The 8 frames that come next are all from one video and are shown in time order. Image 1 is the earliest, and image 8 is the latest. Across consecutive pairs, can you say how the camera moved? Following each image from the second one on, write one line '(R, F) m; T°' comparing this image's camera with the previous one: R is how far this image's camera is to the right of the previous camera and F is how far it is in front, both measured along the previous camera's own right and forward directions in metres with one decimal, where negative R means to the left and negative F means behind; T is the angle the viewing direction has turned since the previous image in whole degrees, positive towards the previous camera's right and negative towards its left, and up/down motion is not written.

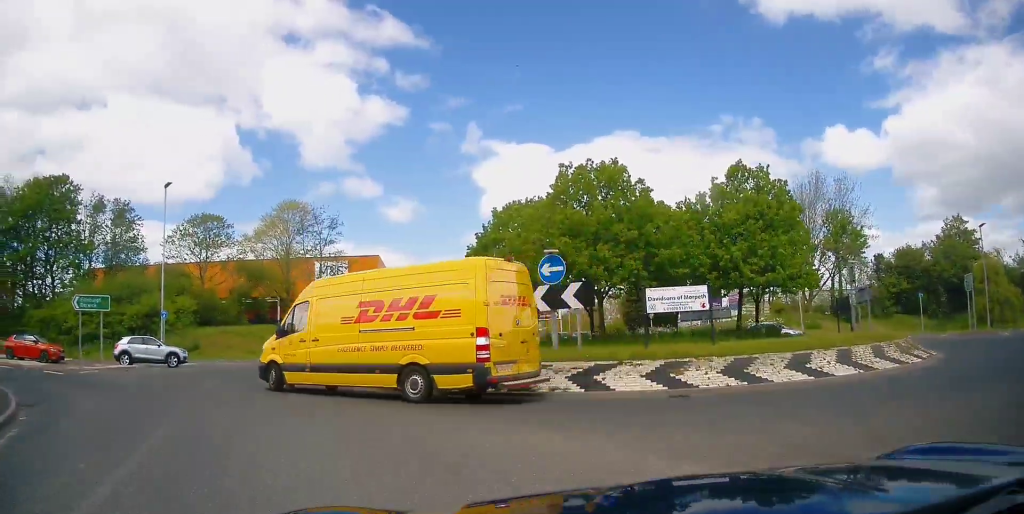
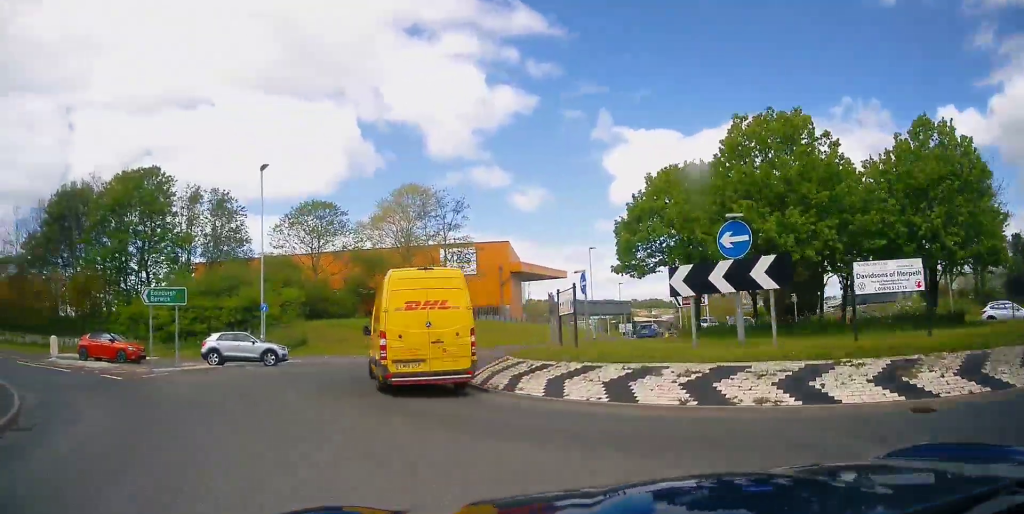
(-0.4, +2.8) m; -12°
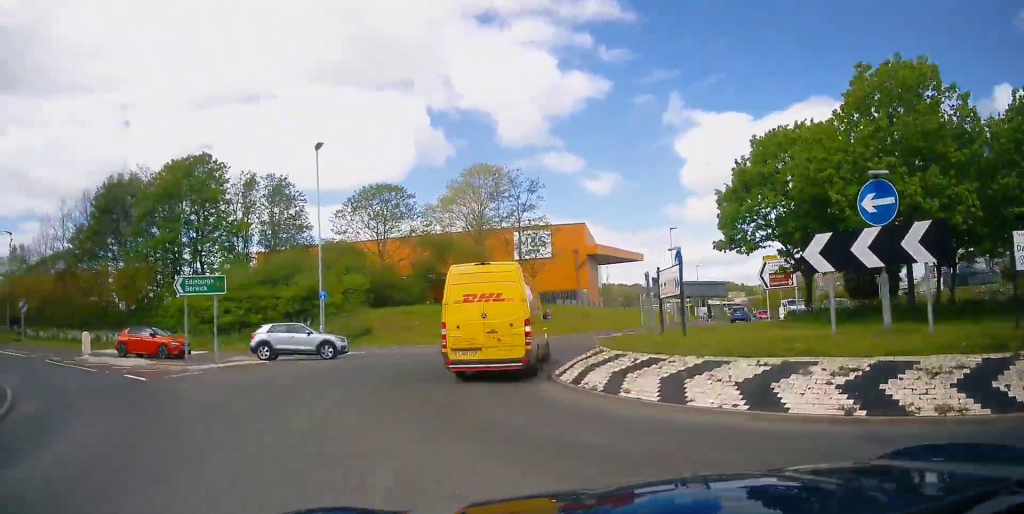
(+0.1, +2.1) m; -5°
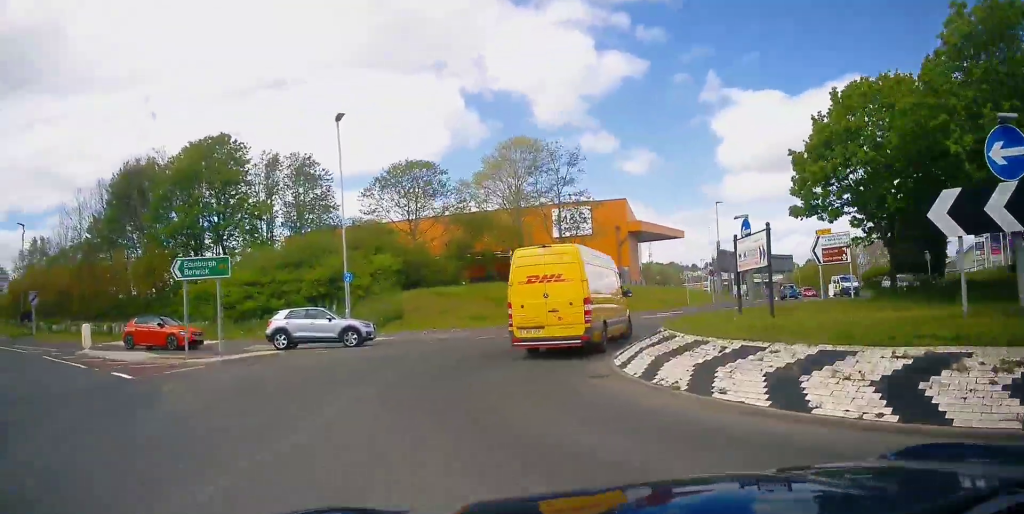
(-0.1, +2.1) m; -3°
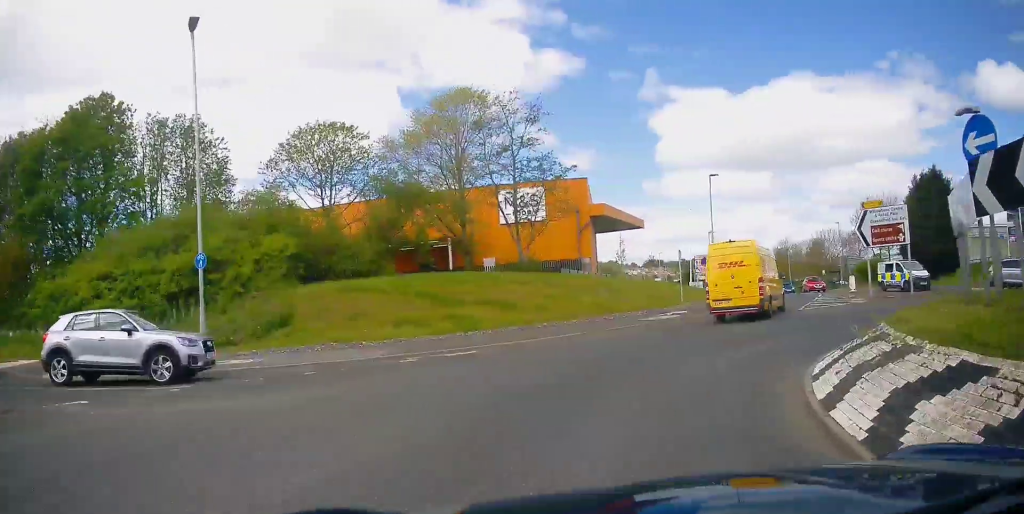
(-0.6, +9.8) m; +4°
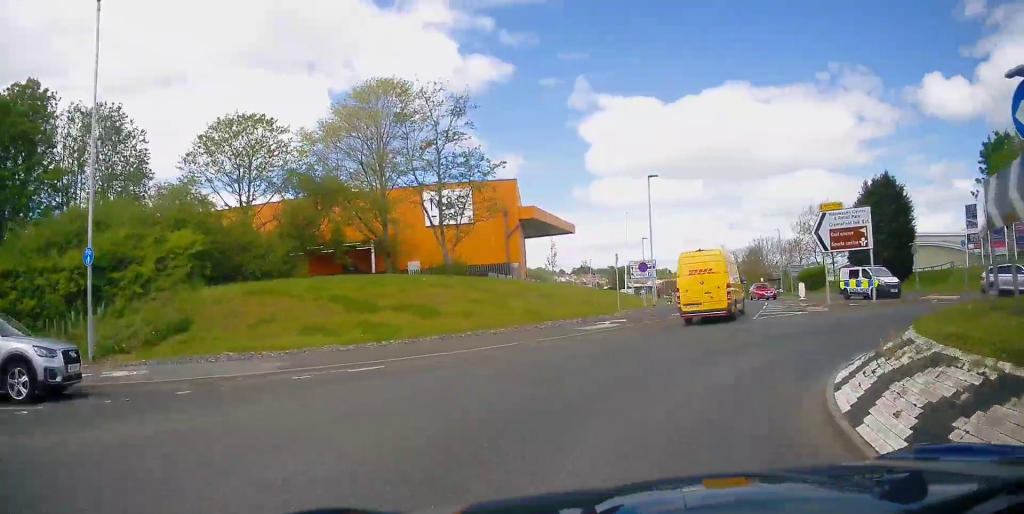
(+0.2, +2.2) m; +7°
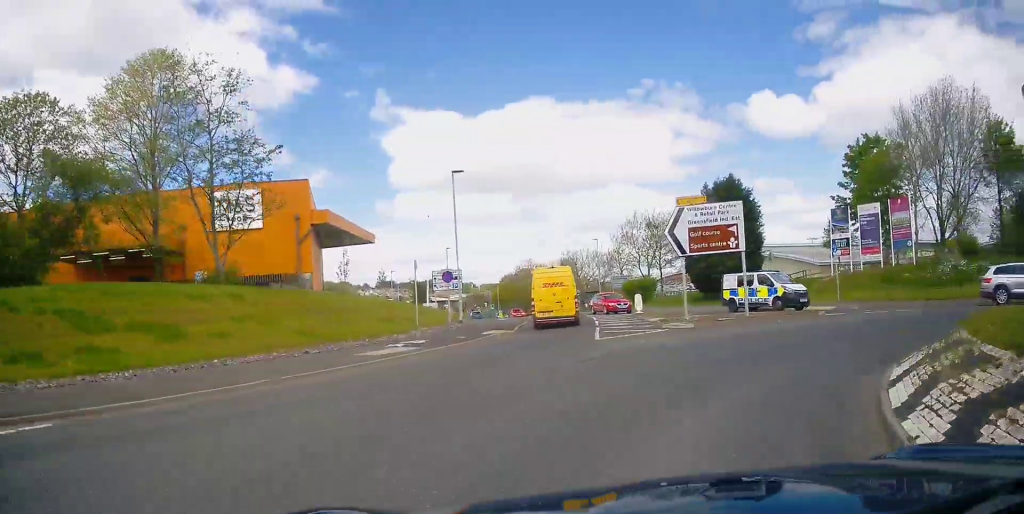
(+0.6, +5.0) m; +18°
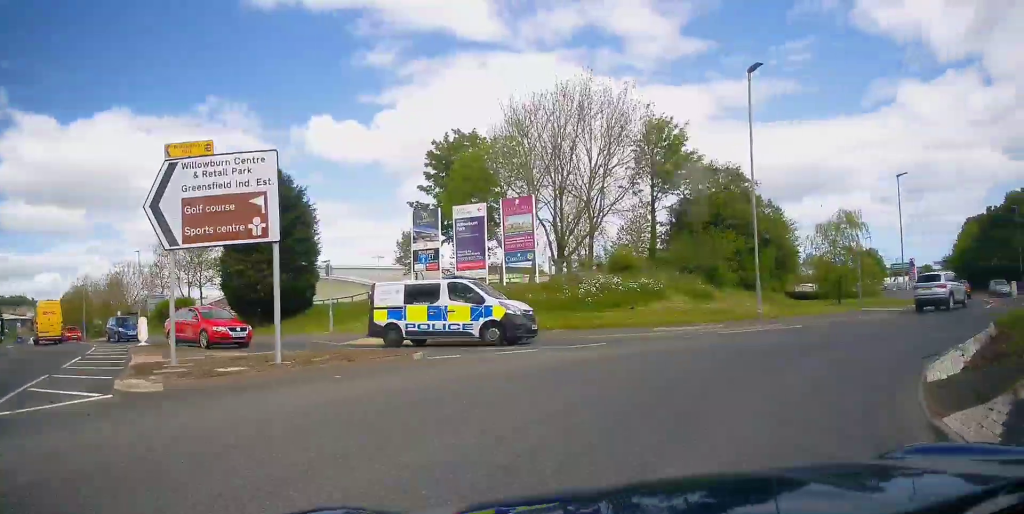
(+3.0, +8.9) m; +40°
